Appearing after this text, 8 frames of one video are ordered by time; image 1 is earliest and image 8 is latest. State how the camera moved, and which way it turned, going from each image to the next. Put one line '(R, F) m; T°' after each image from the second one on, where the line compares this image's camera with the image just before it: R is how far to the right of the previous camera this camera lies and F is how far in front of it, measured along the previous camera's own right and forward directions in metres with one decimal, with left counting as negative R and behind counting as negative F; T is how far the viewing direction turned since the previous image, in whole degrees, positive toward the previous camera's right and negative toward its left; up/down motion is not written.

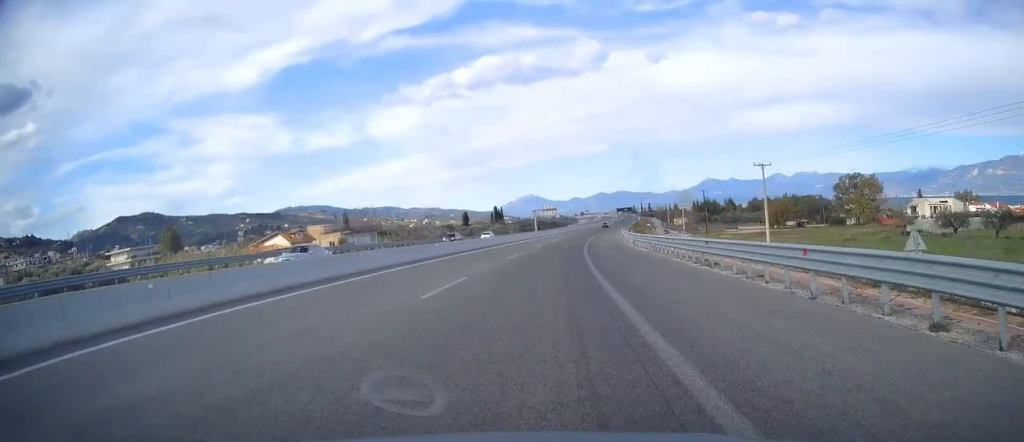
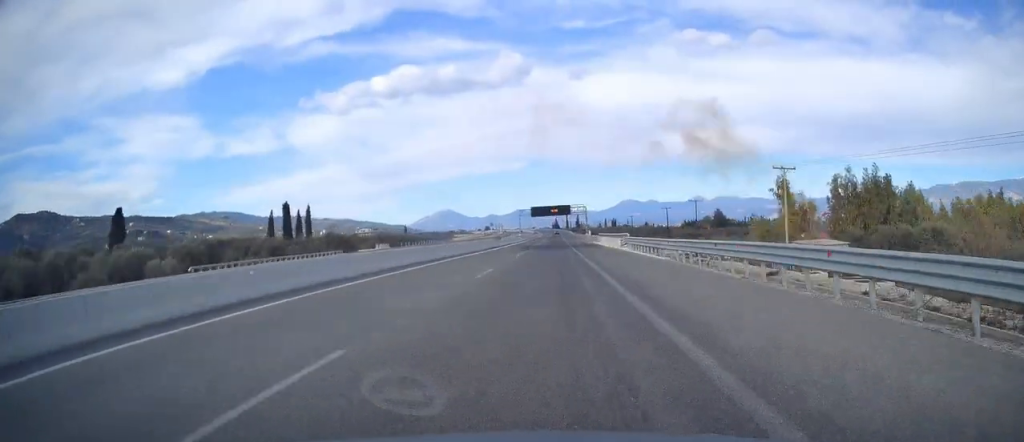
(+23.5, +241.0) m; +6°
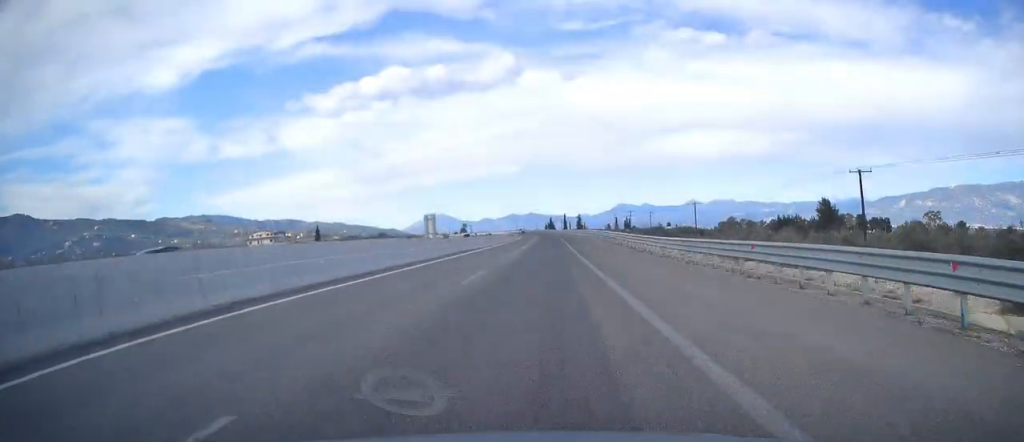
(+0.5, +164.6) m; -1°
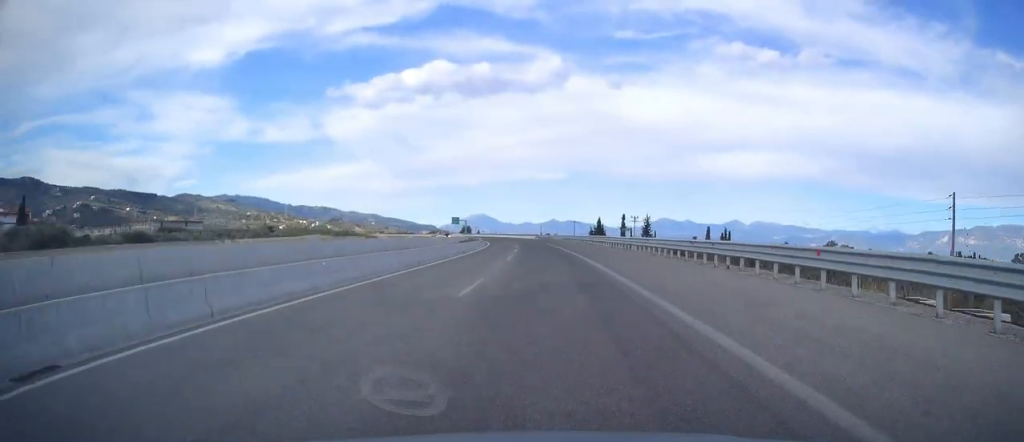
(-6.5, +198.3) m; -7°
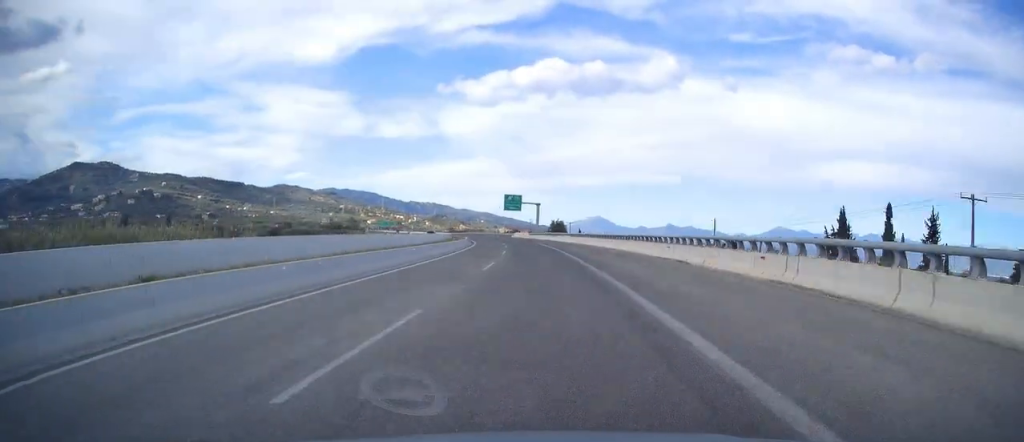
(-12.2, +168.3) m; -10°
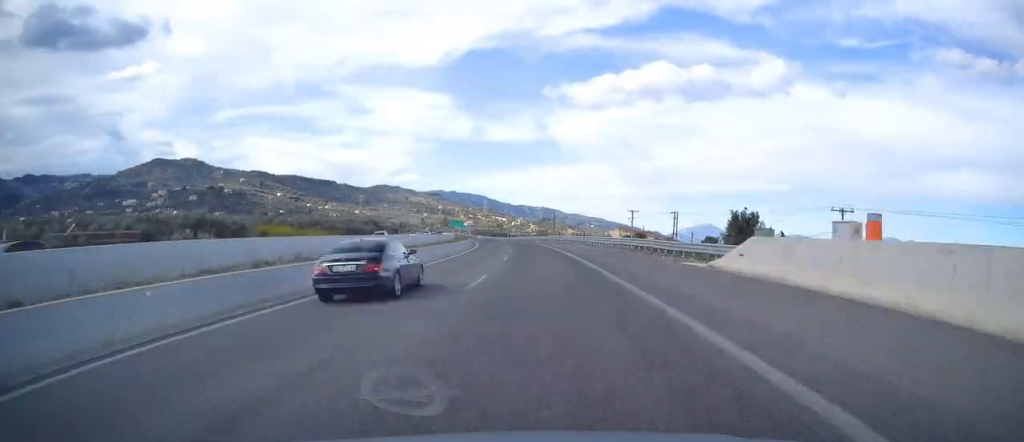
(-8.1, +134.9) m; -9°
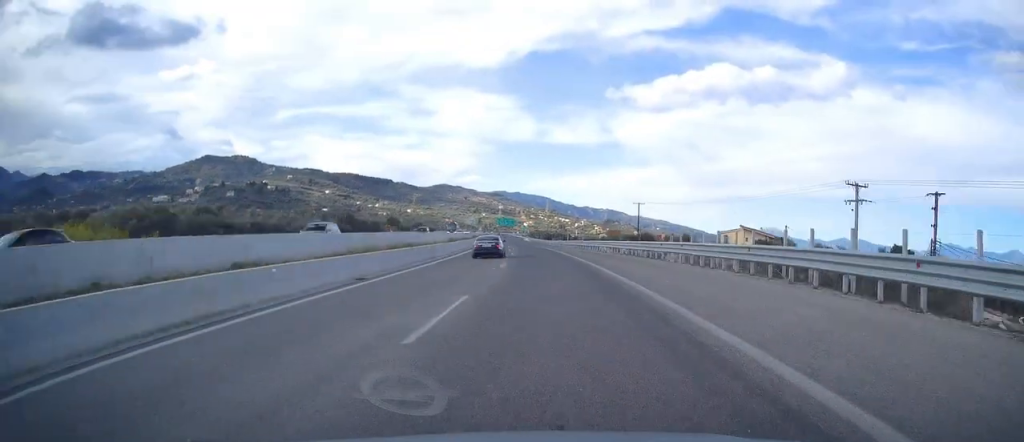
(-8.1, +79.9) m; -3°
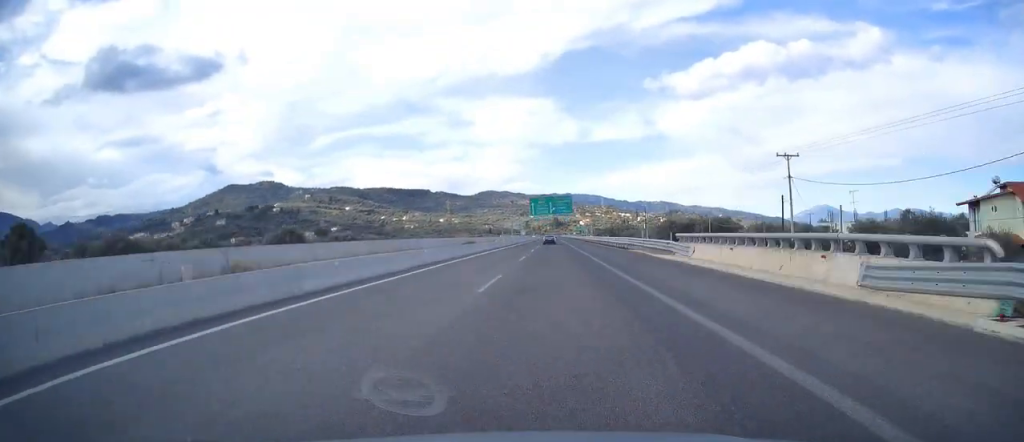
(-12.3, +190.5) m; -4°
